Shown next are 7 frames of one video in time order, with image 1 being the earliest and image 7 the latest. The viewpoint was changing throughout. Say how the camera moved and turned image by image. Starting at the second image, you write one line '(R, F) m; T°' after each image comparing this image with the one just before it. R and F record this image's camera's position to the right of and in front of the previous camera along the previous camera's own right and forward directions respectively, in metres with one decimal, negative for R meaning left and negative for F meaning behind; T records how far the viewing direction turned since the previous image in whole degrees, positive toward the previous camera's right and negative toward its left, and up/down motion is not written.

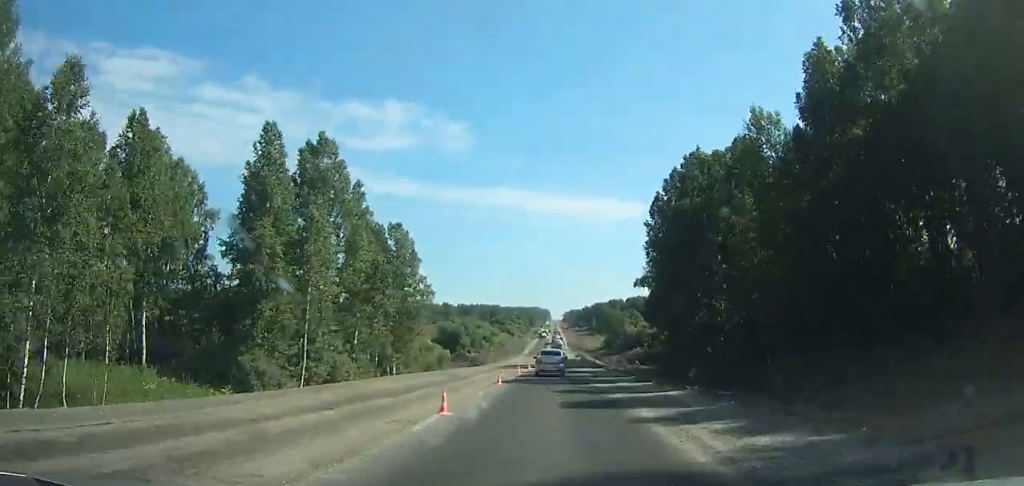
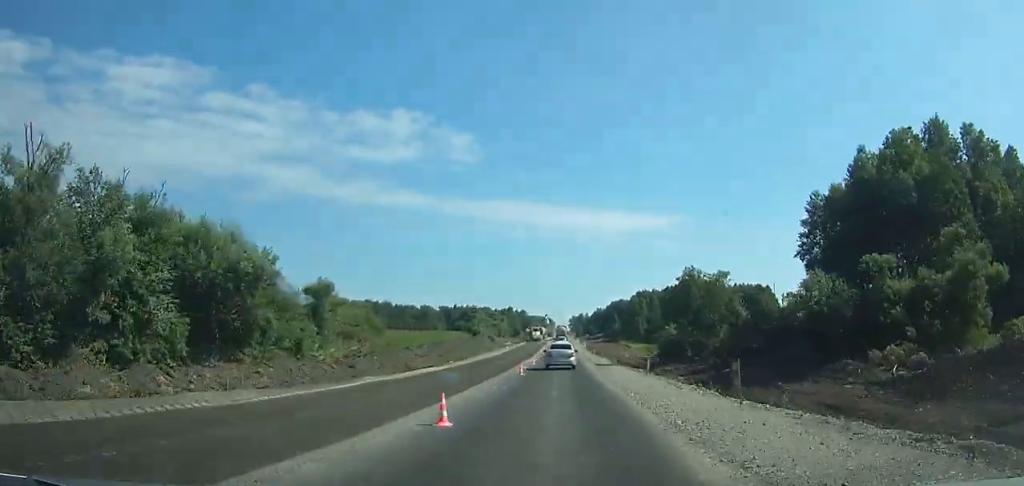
(+0.2, +114.9) m; 0°
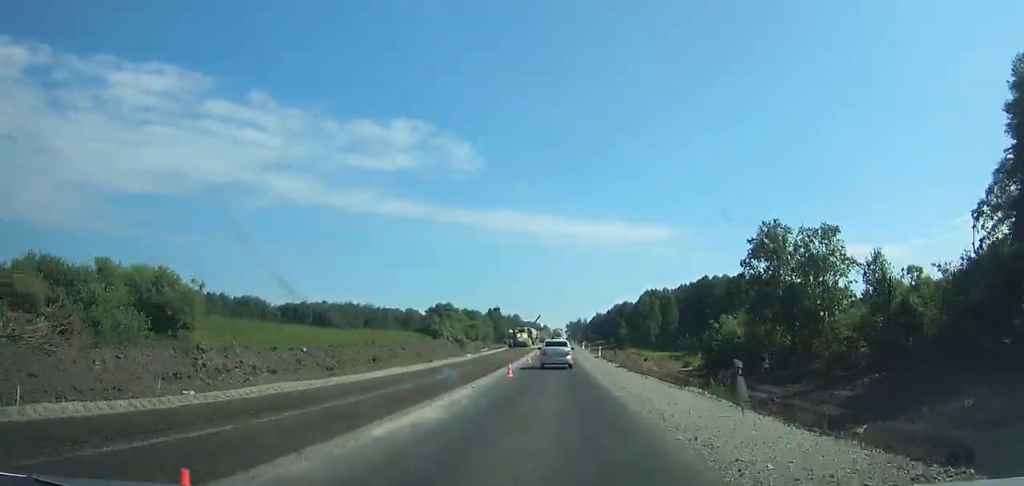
(-0.2, +36.2) m; 0°
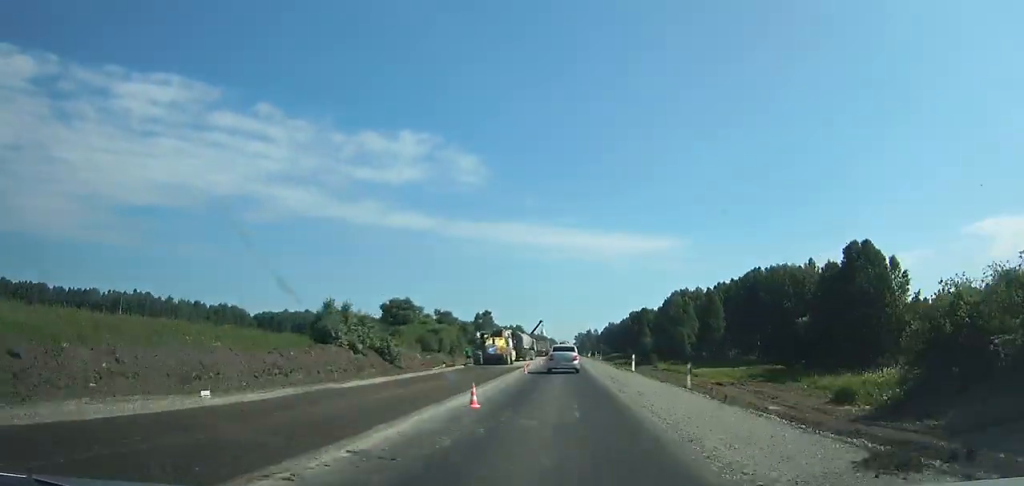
(0.0, +44.6) m; 0°
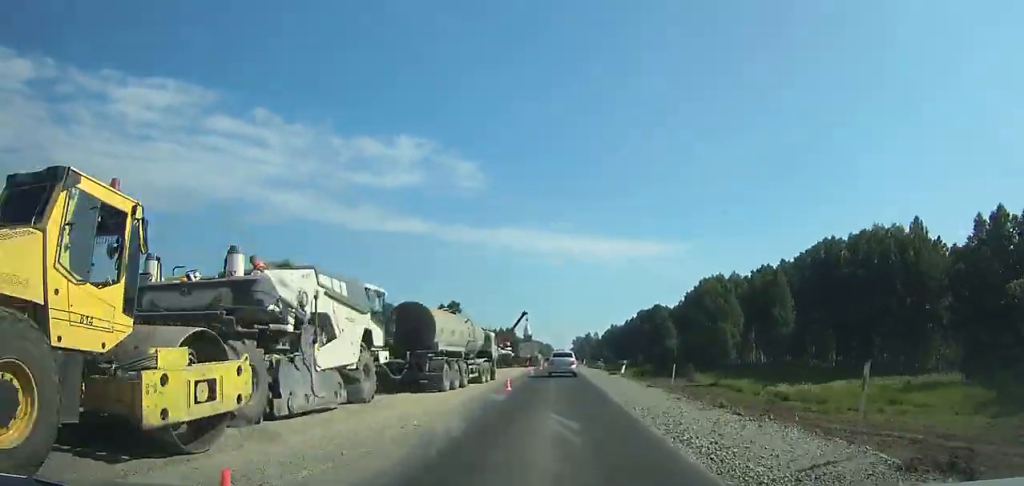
(+0.1, +44.7) m; 0°
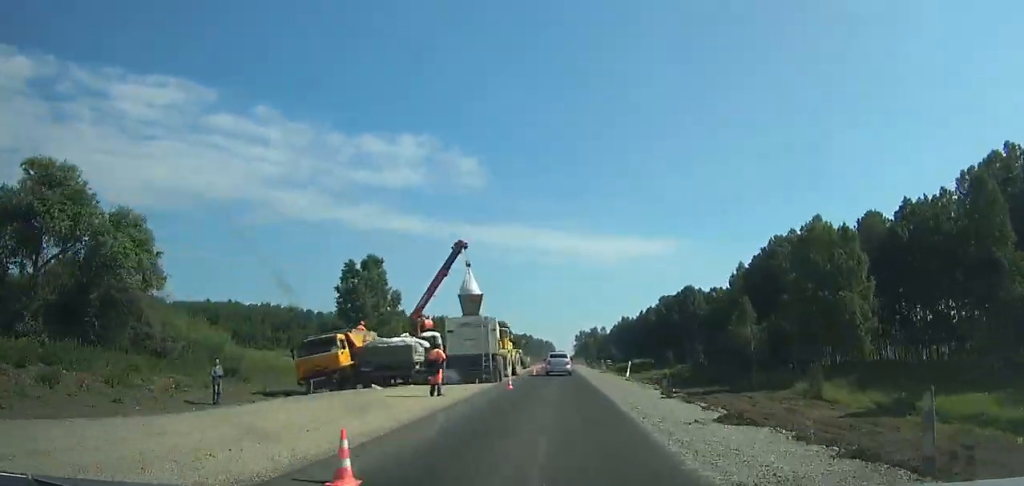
(-0.1, +51.6) m; 0°
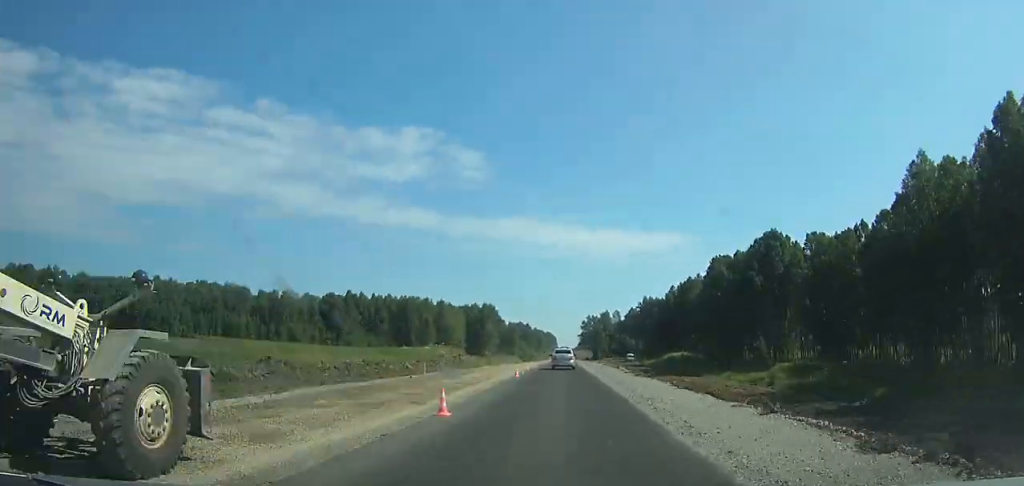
(-0.1, +64.7) m; 0°
